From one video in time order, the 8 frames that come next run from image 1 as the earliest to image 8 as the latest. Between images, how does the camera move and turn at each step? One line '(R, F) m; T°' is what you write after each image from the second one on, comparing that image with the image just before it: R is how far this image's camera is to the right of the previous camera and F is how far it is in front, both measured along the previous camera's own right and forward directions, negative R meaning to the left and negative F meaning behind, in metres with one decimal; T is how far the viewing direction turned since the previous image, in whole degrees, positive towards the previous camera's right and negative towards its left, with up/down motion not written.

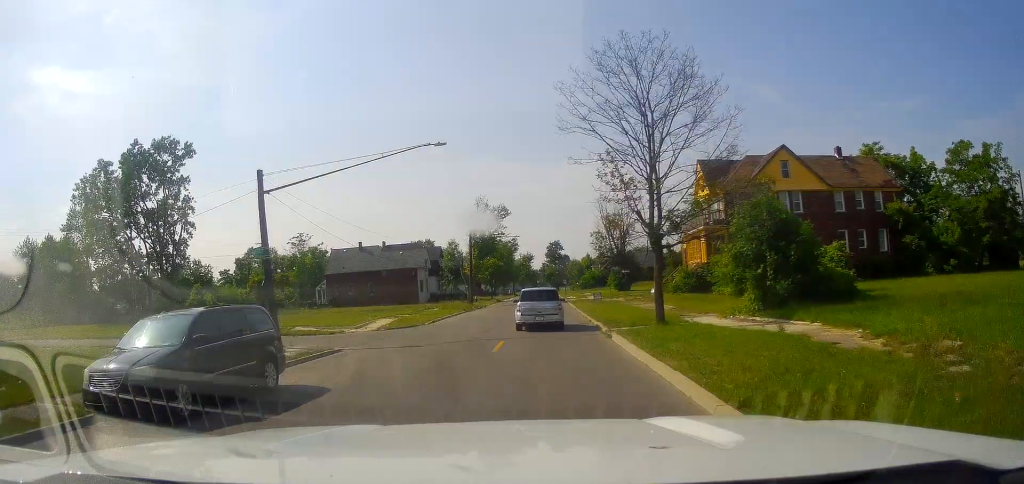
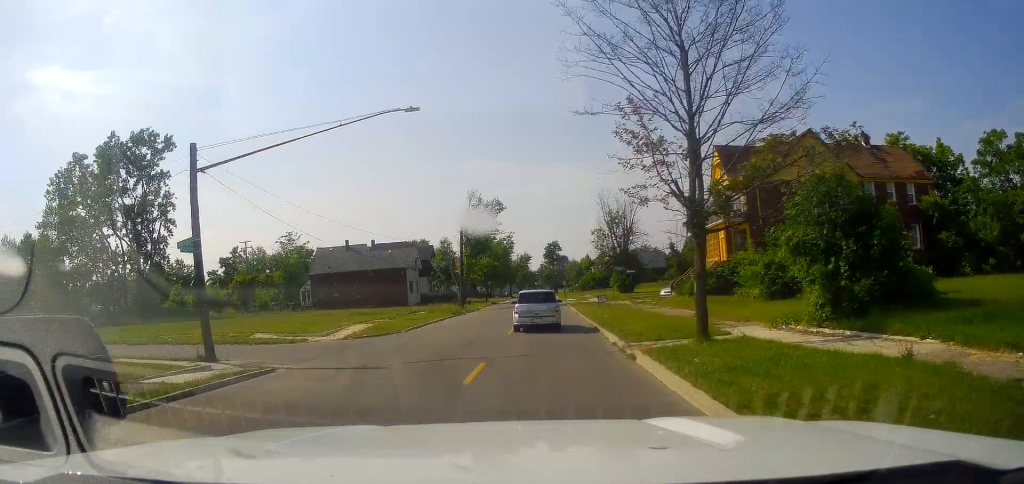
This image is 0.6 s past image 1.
(+0.2, +5.5) m; 0°
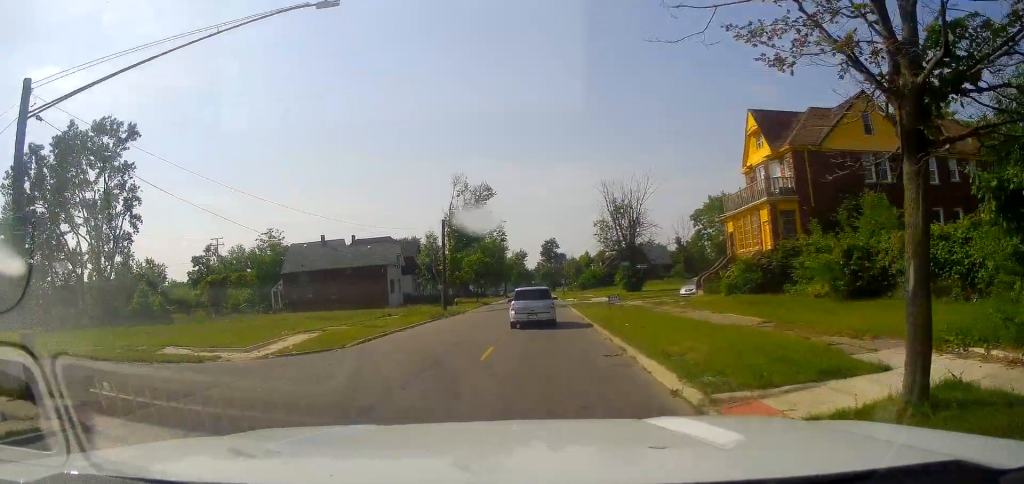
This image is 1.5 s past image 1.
(+0.1, +8.4) m; -4°
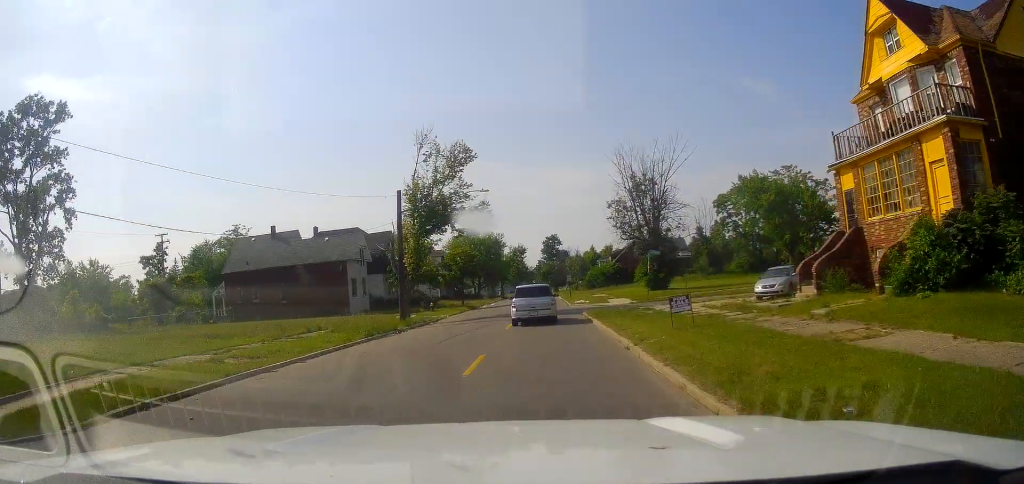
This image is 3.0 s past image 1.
(-0.4, +14.1) m; +1°
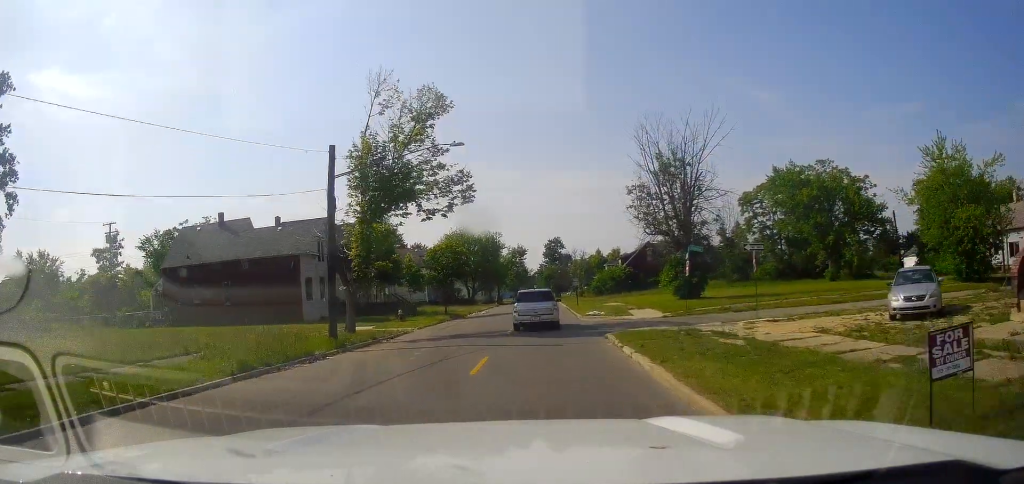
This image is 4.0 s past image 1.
(0.0, +11.1) m; 0°
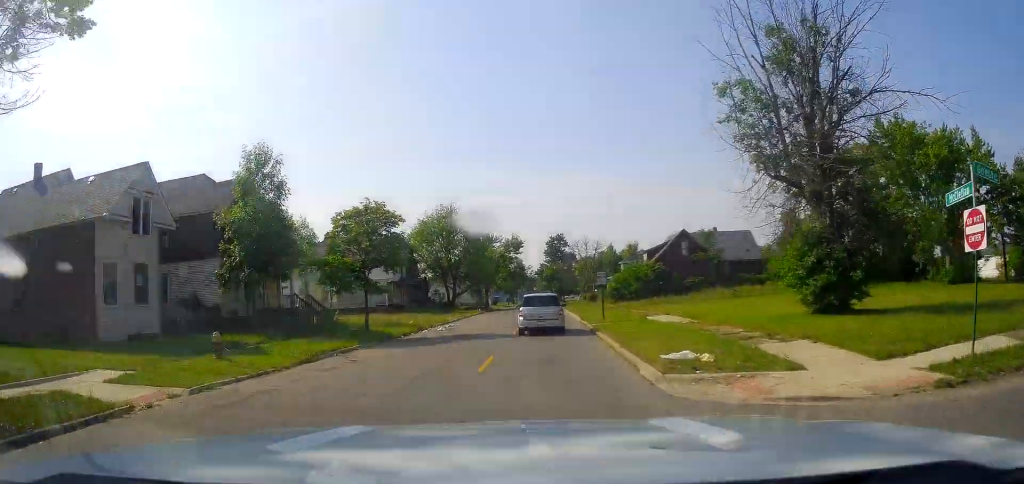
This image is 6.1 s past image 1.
(+0.3, +23.3) m; 0°
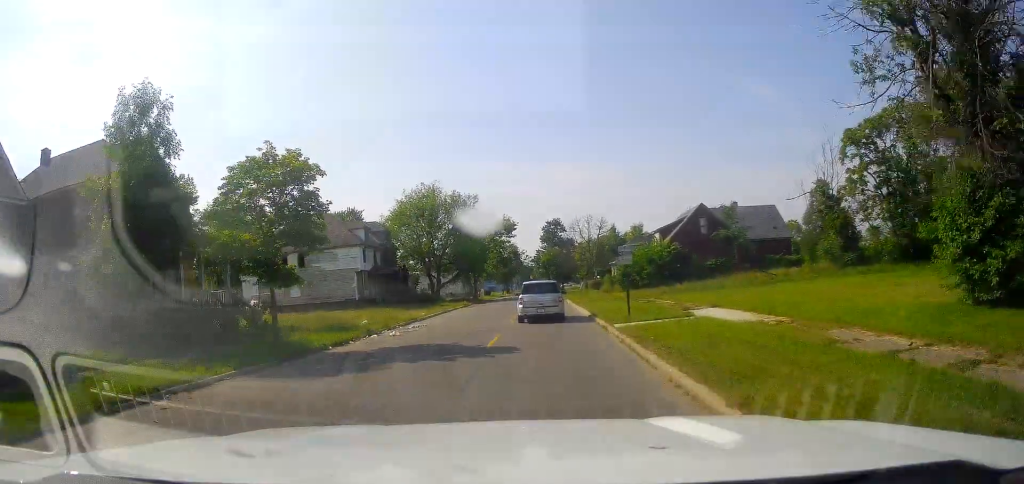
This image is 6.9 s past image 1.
(-0.2, +9.8) m; 0°
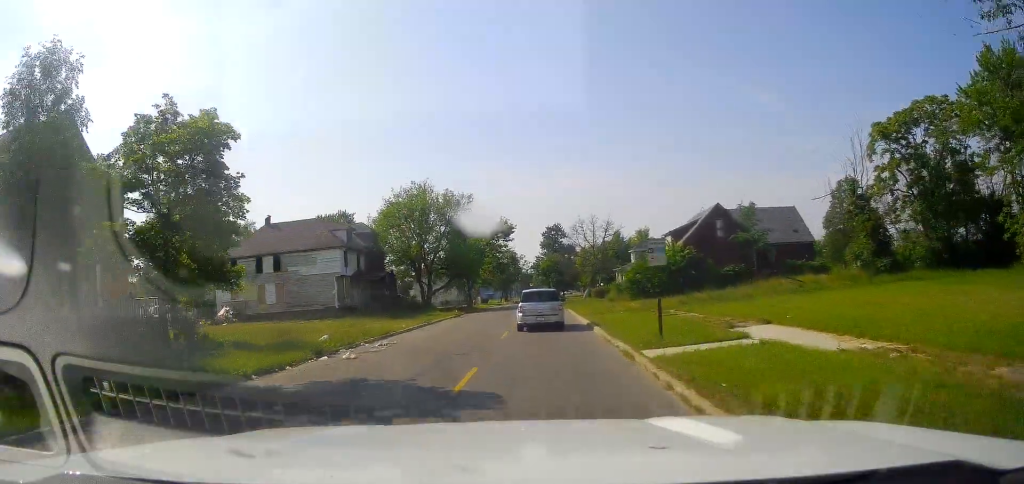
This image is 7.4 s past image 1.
(-0.1, +5.5) m; 0°
